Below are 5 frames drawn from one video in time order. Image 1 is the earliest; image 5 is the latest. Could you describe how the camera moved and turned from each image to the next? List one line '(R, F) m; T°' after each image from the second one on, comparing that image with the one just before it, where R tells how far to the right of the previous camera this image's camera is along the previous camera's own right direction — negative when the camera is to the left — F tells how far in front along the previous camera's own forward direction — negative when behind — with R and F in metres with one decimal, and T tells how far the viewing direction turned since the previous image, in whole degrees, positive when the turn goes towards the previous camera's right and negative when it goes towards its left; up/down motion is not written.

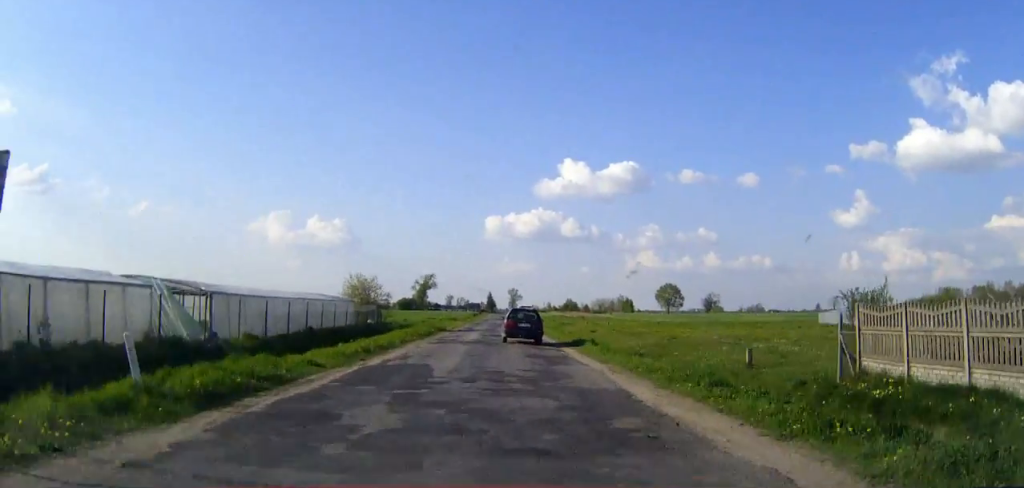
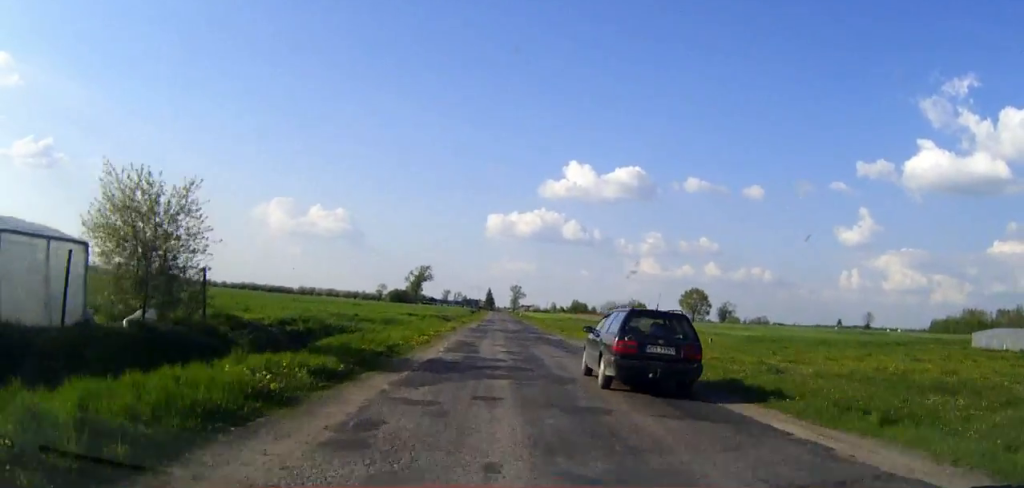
(-0.4, +37.0) m; -1°
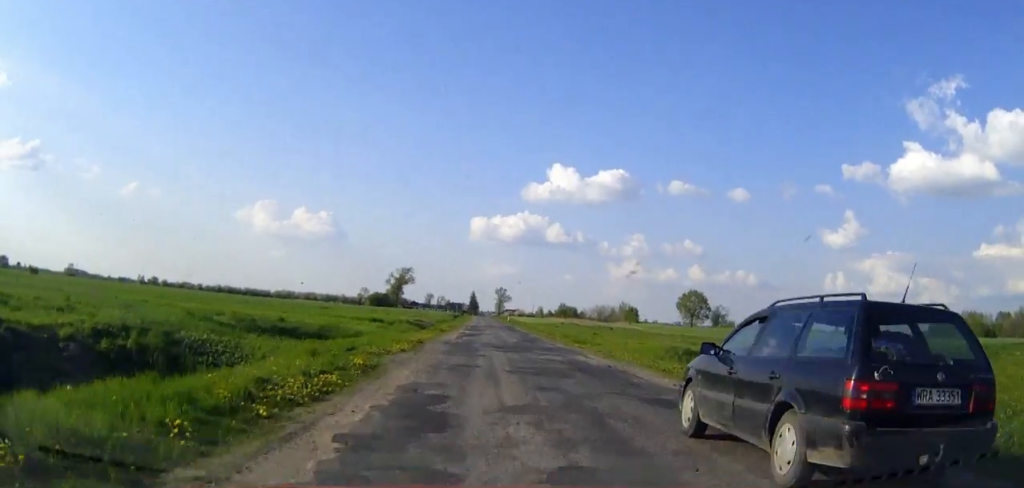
(+0.1, +17.1) m; +1°
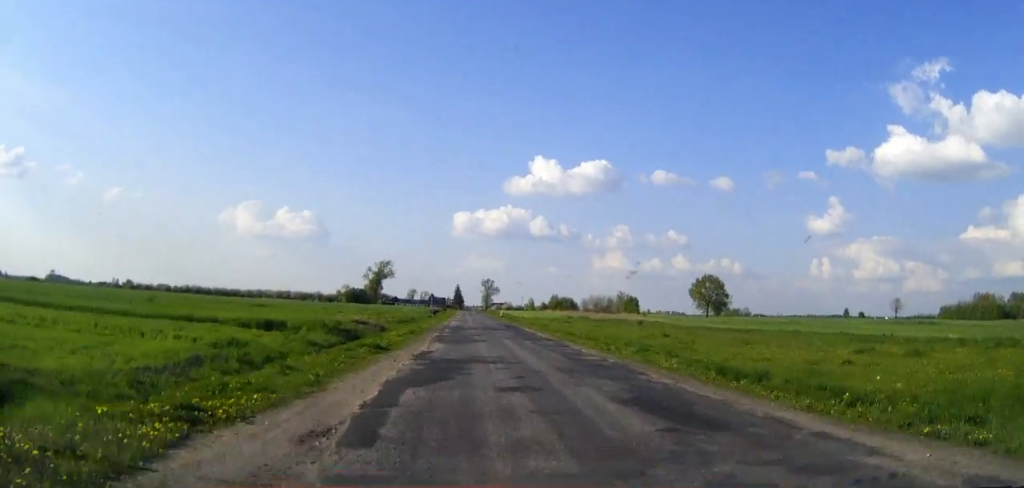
(+0.4, +30.5) m; +2°
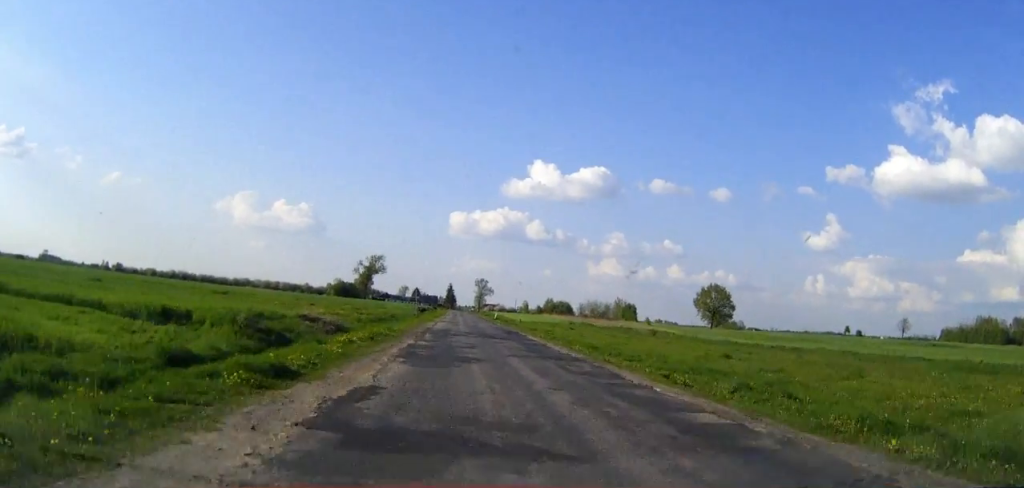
(0.0, +11.3) m; +1°
